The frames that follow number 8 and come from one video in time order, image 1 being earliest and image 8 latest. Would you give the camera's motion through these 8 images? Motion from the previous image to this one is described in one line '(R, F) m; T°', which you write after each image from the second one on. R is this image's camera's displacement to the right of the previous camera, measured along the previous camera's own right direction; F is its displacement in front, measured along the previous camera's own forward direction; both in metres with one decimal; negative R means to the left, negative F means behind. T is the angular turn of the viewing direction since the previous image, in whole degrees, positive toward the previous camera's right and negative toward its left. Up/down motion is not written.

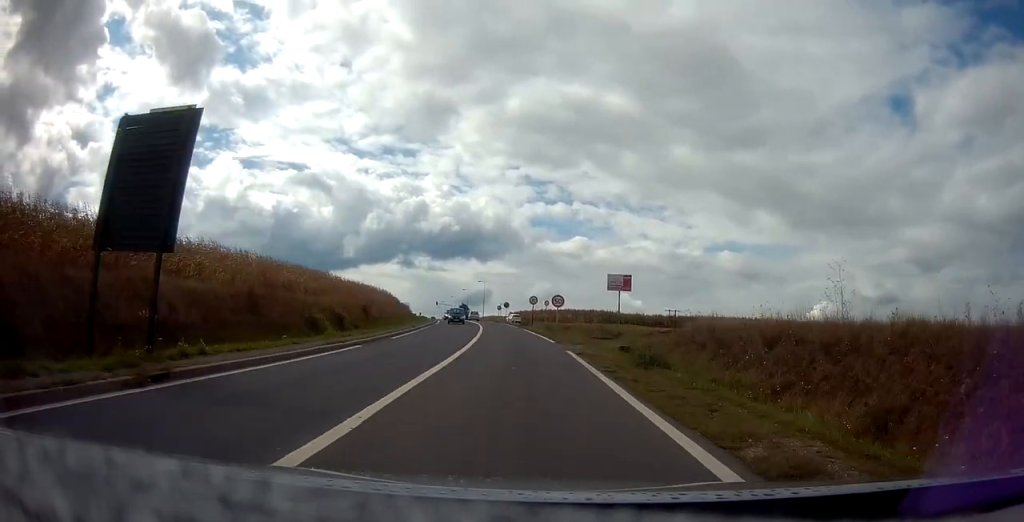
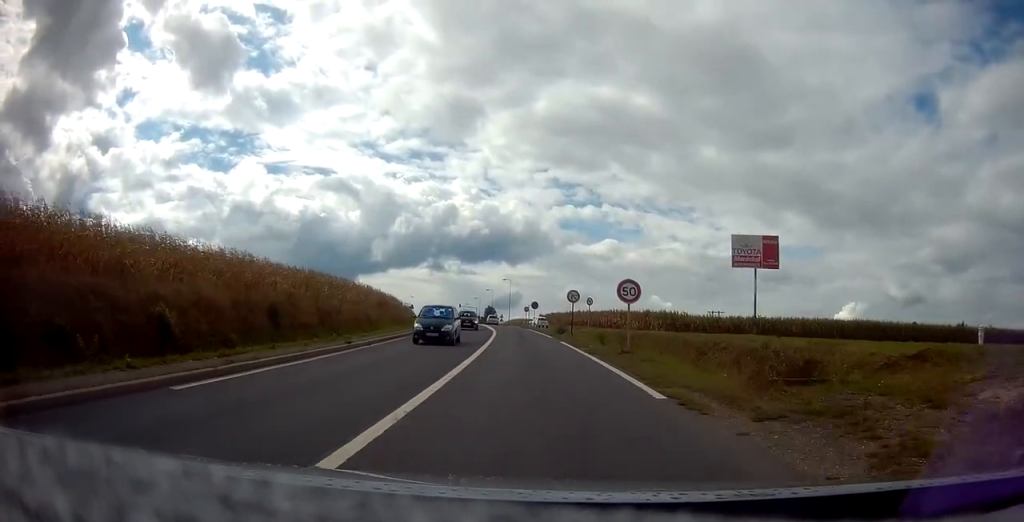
(-0.8, +17.9) m; -4°
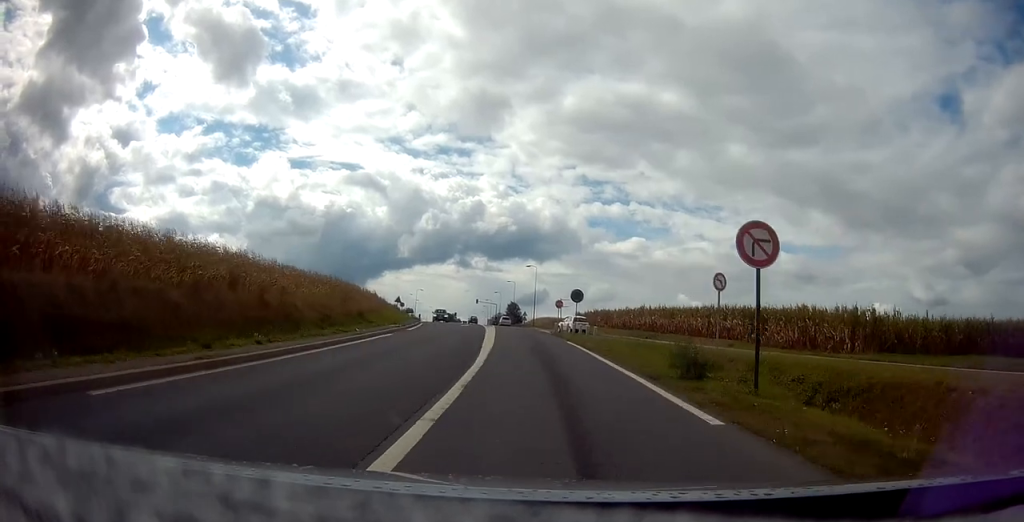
(-1.2, +28.2) m; -4°
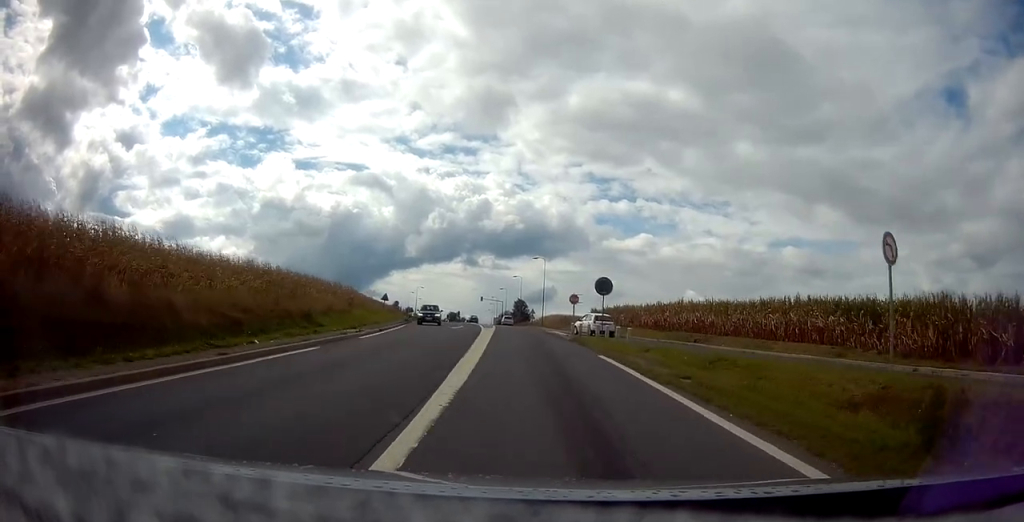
(-0.1, +10.4) m; -1°
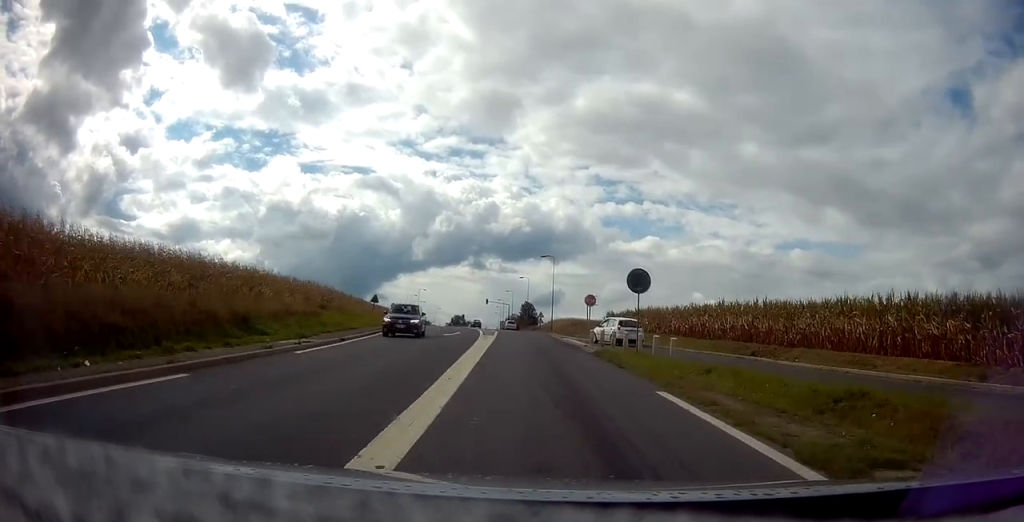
(0.0, +7.1) m; 0°
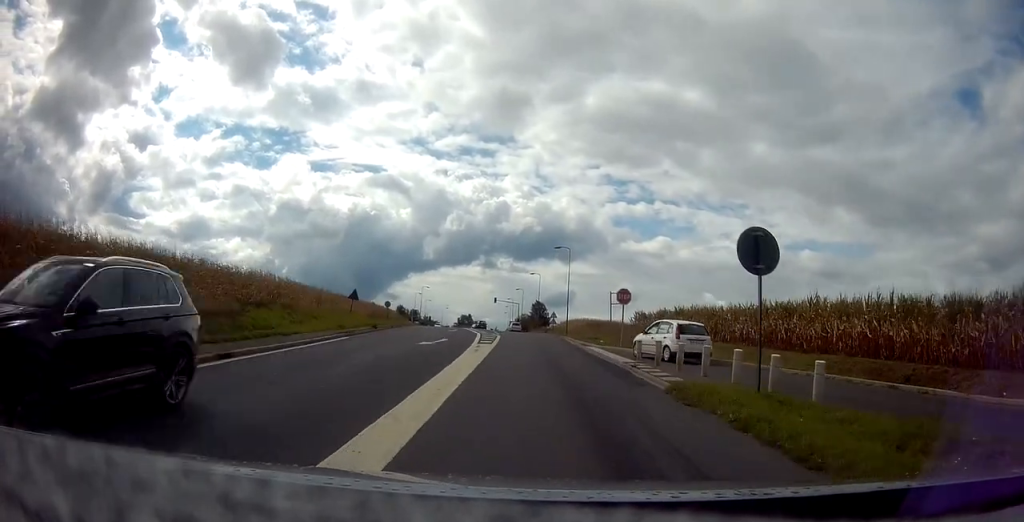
(0.0, +10.0) m; -1°
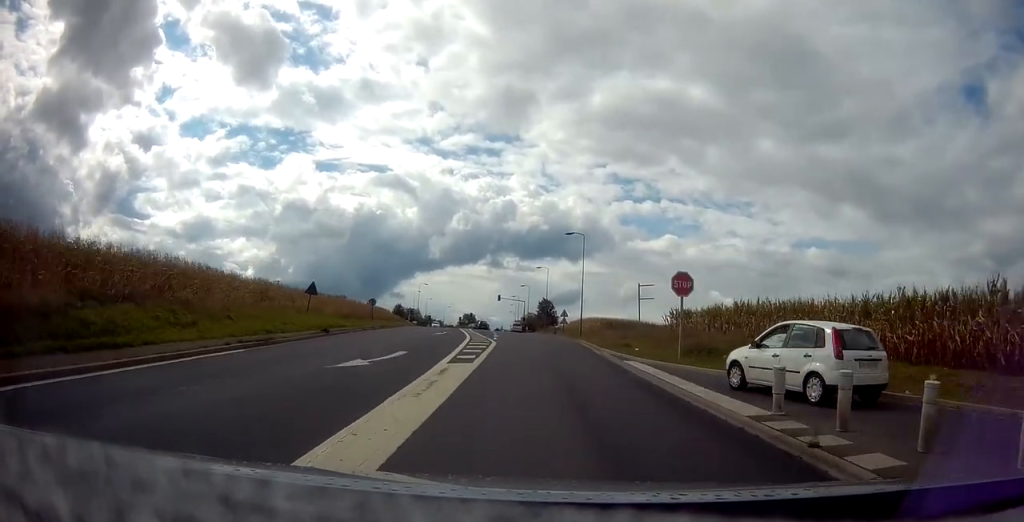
(-0.1, +10.3) m; -1°
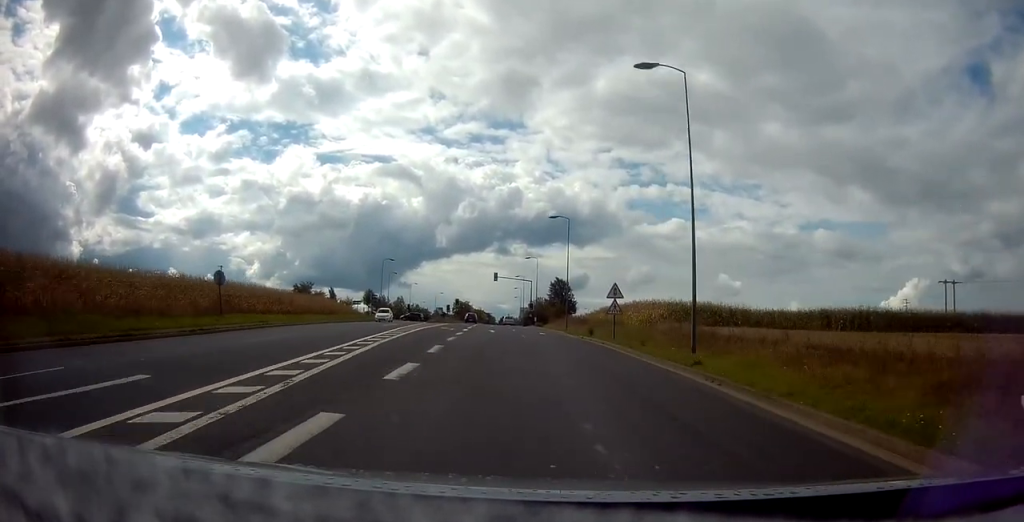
(-0.4, +35.7) m; -1°
